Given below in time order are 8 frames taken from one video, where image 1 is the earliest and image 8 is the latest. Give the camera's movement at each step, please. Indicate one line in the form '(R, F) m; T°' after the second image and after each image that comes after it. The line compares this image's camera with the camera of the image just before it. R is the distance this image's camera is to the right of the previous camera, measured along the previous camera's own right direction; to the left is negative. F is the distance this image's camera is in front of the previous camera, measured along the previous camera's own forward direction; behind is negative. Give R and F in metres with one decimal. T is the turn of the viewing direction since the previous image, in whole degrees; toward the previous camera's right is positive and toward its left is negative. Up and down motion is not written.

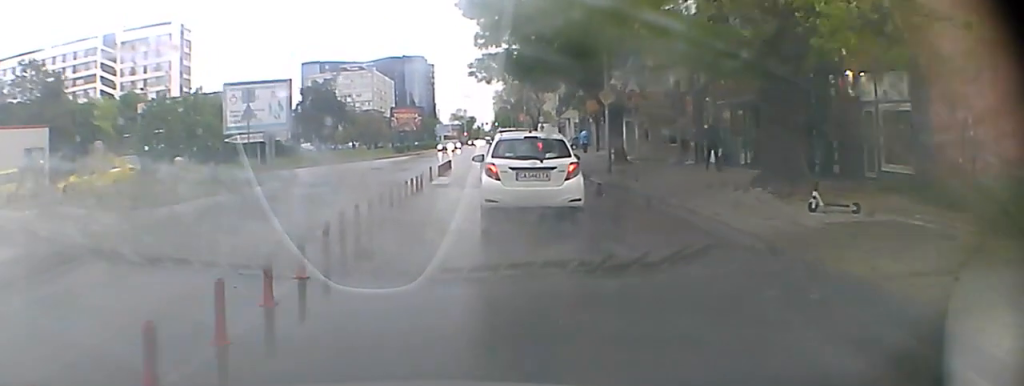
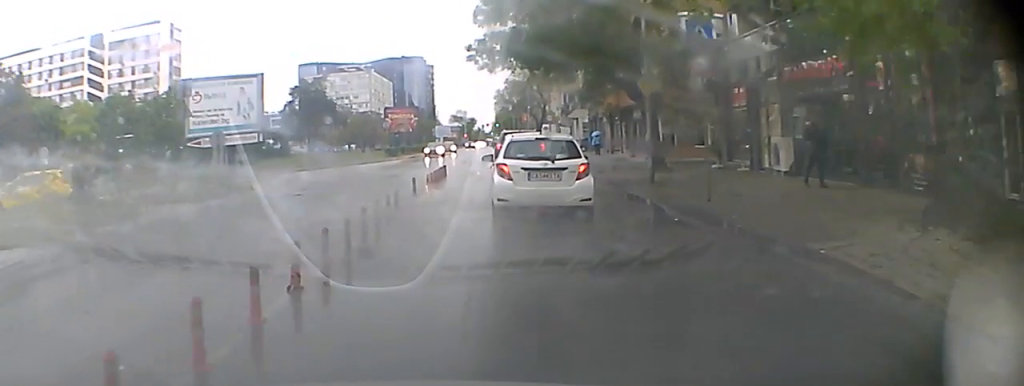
(-0.2, +8.2) m; -2°
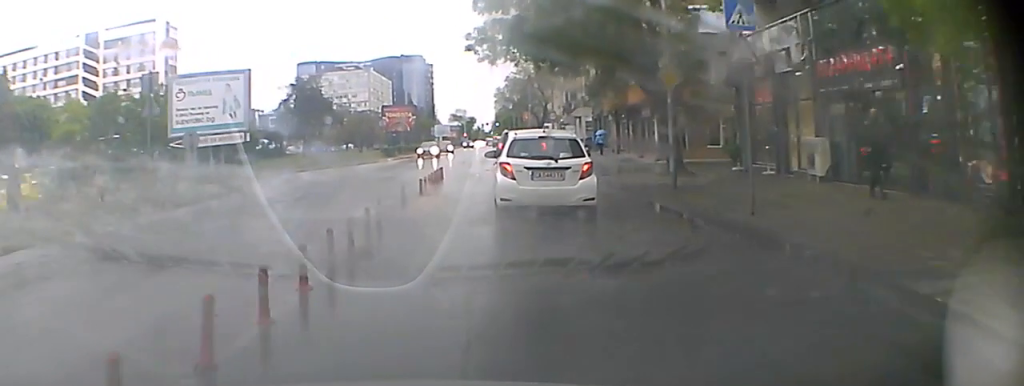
(-0.1, +2.9) m; 0°
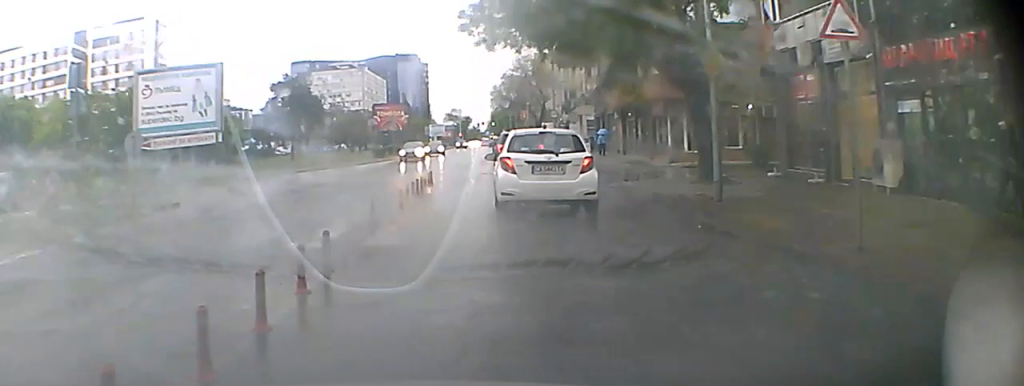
(0.0, +4.5) m; 0°
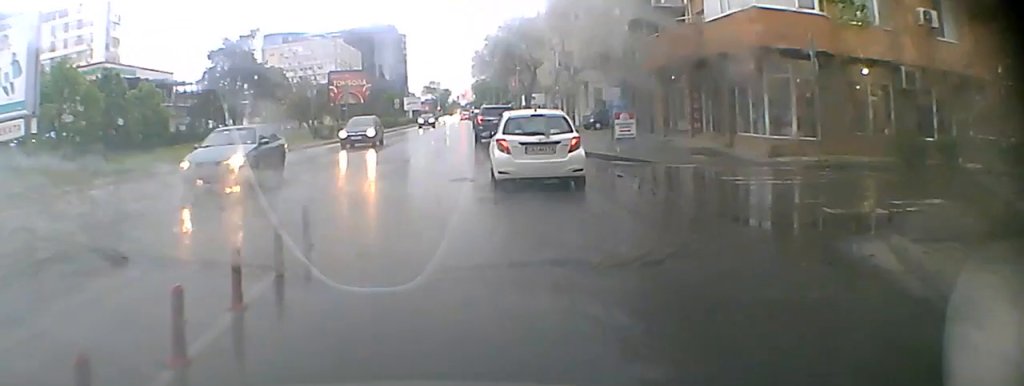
(+0.3, +19.2) m; +1°
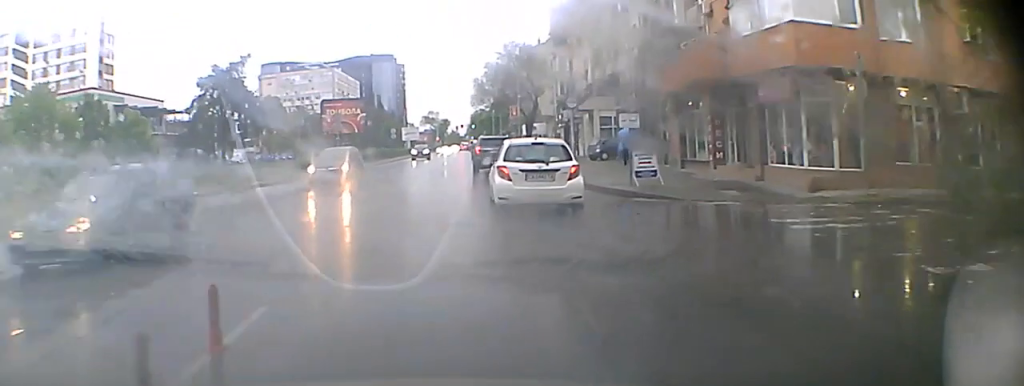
(0.0, +3.5) m; 0°
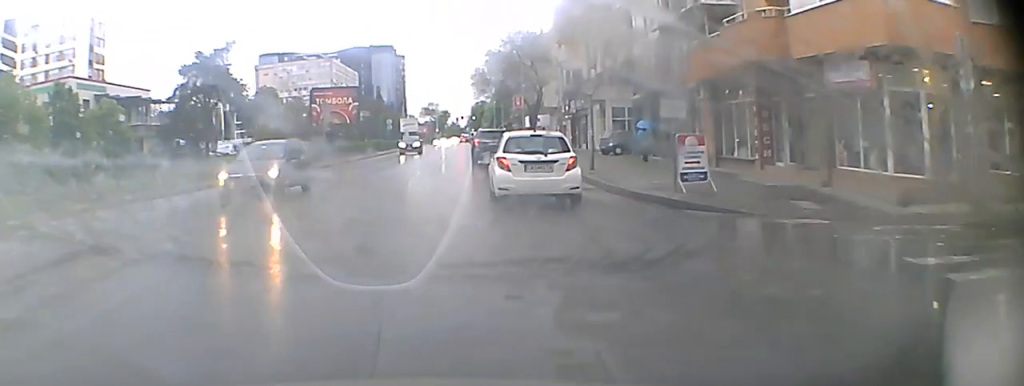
(-0.1, +5.5) m; -1°
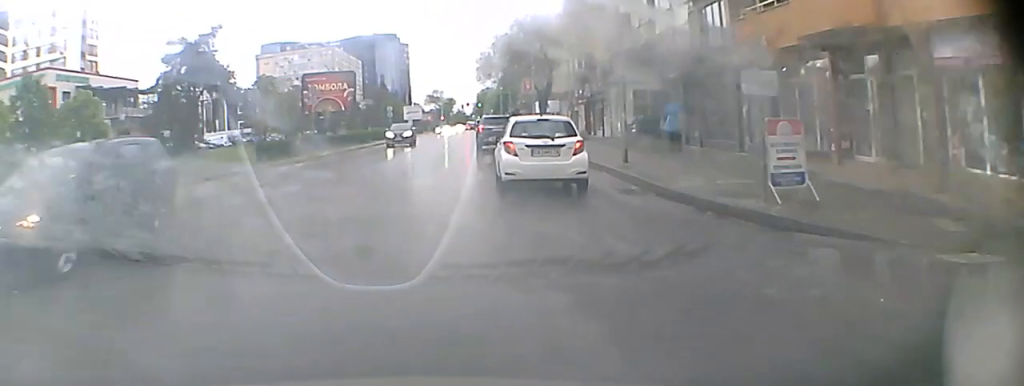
(-0.1, +6.5) m; -1°
